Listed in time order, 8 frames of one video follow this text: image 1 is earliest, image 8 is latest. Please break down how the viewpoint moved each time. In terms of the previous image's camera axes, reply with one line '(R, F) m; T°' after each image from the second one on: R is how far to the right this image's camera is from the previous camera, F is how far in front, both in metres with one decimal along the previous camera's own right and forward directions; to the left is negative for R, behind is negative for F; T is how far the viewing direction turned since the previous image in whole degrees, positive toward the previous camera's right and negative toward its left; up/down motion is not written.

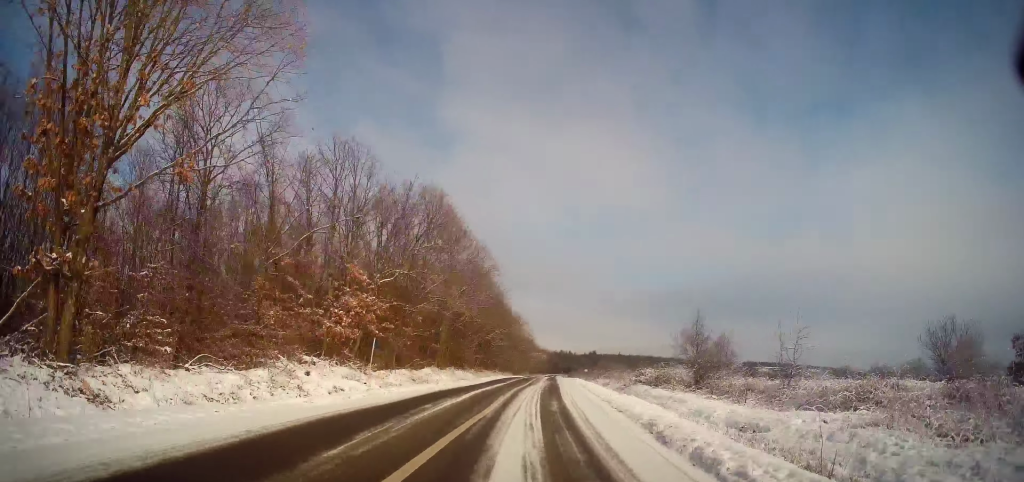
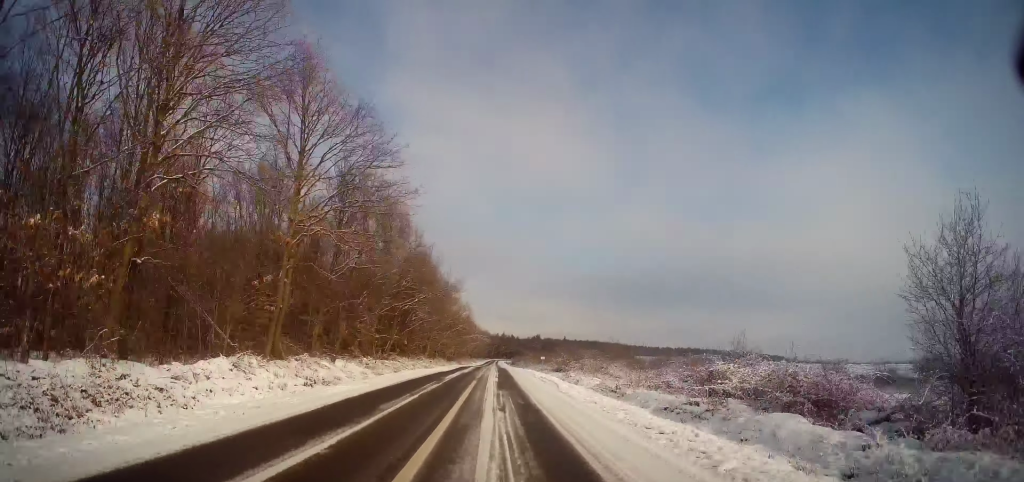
(+2.1, +23.9) m; +8°
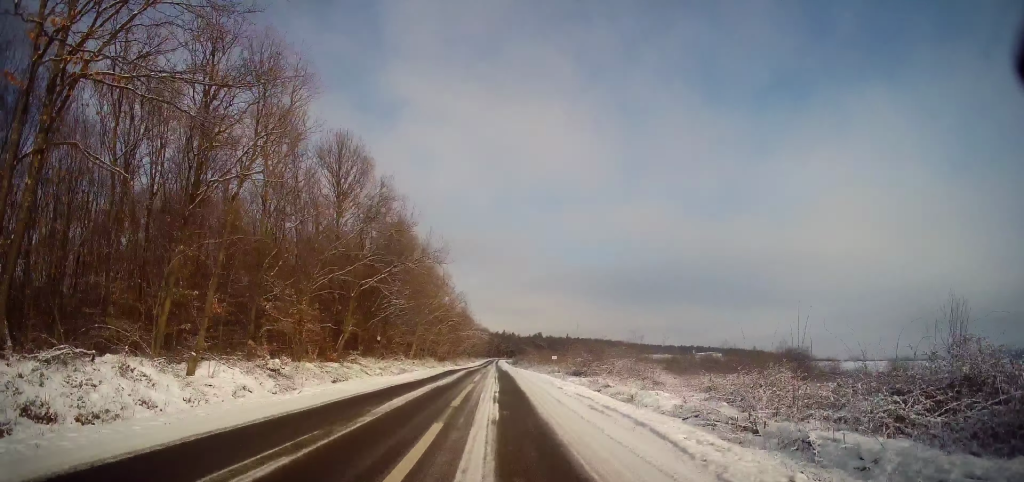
(+0.3, +14.0) m; 0°
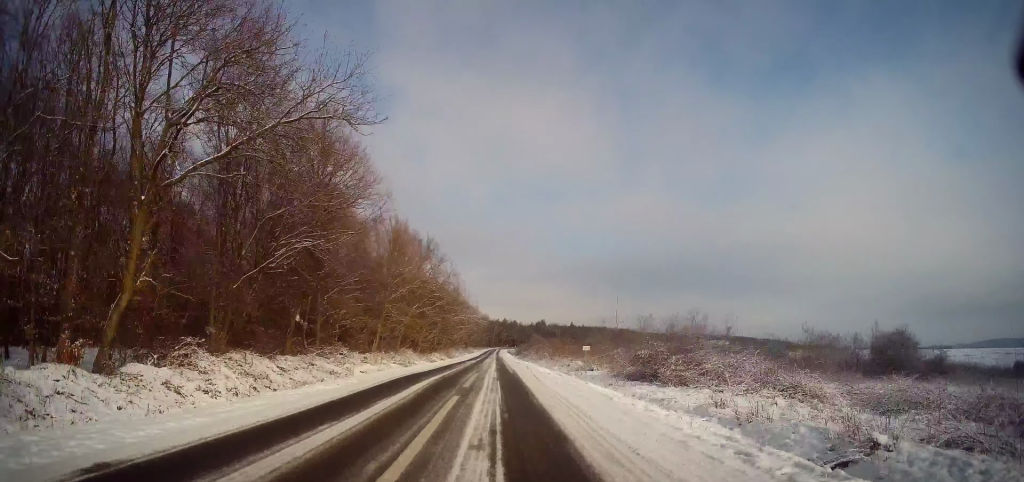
(-0.3, +19.9) m; 0°
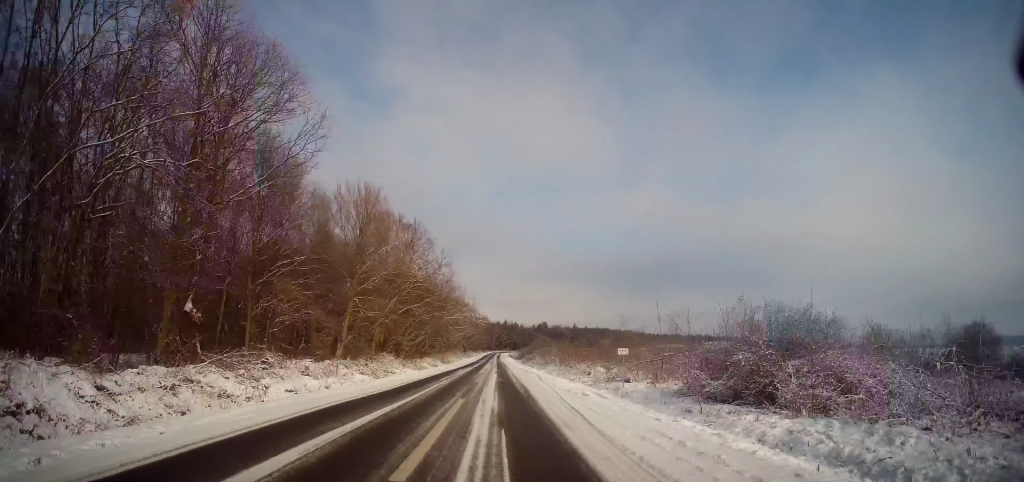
(+0.2, +10.7) m; +1°
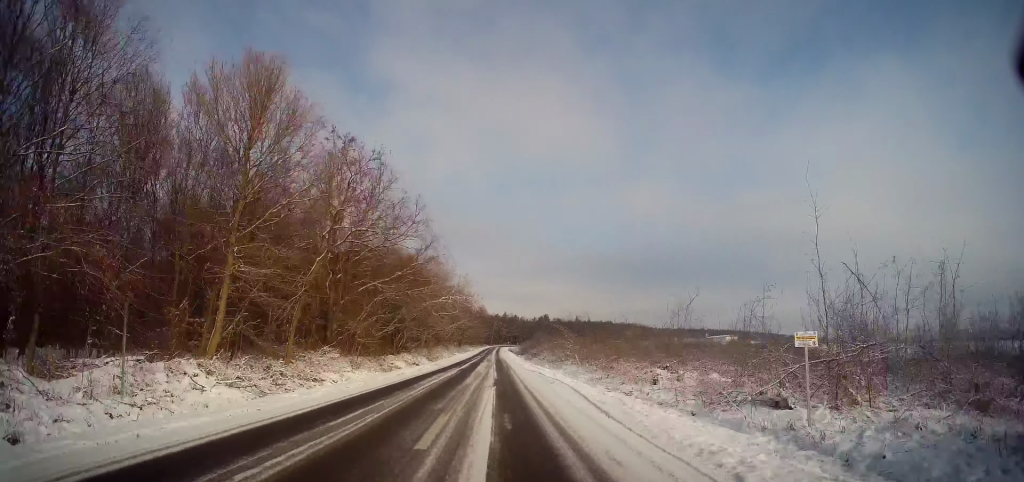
(+0.2, +16.4) m; +1°
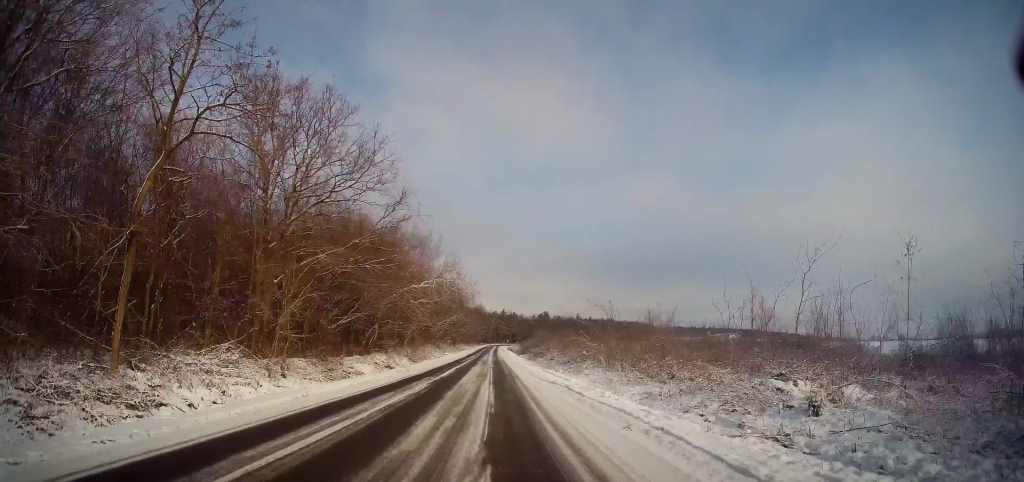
(0.0, +12.0) m; 0°
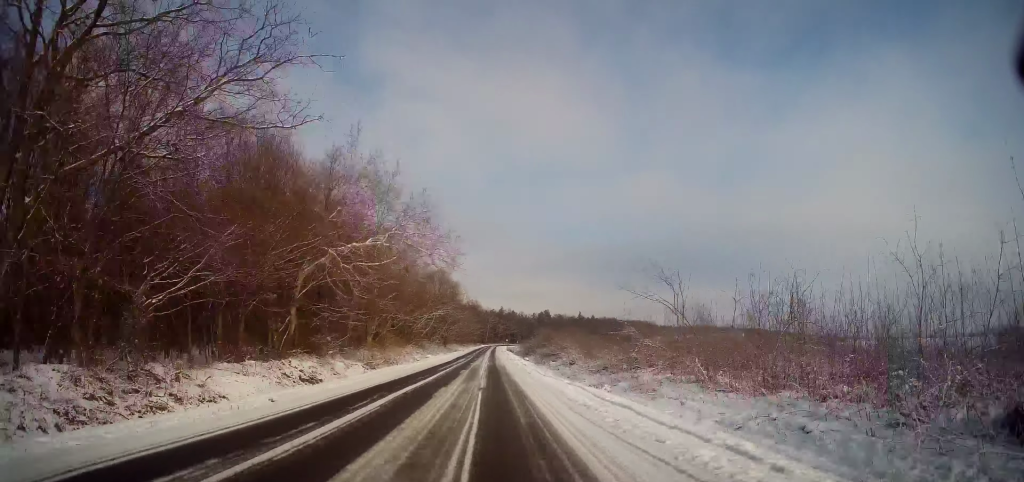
(0.0, +17.2) m; -1°
